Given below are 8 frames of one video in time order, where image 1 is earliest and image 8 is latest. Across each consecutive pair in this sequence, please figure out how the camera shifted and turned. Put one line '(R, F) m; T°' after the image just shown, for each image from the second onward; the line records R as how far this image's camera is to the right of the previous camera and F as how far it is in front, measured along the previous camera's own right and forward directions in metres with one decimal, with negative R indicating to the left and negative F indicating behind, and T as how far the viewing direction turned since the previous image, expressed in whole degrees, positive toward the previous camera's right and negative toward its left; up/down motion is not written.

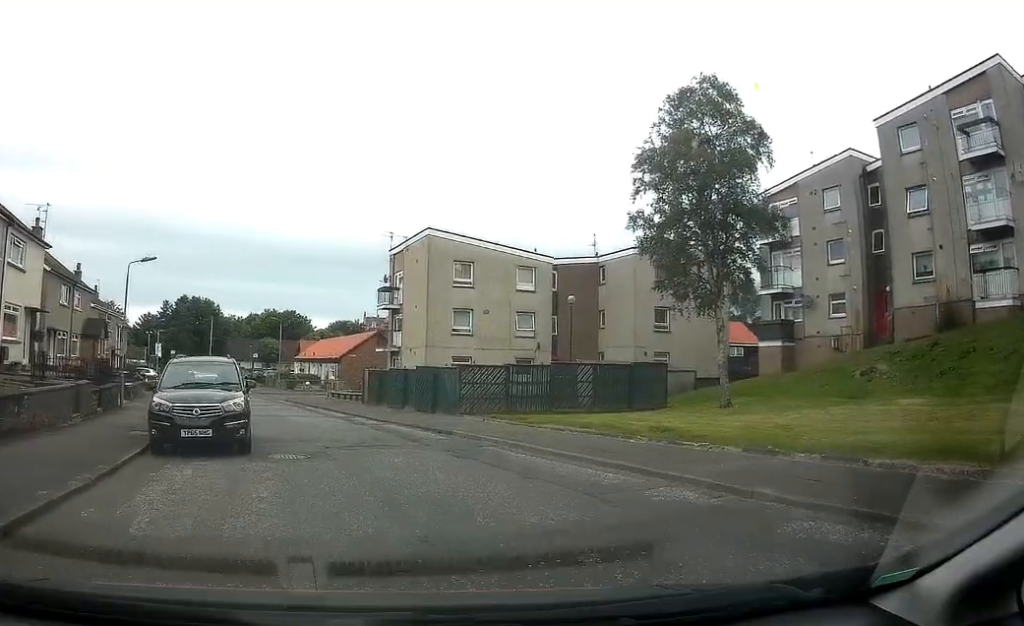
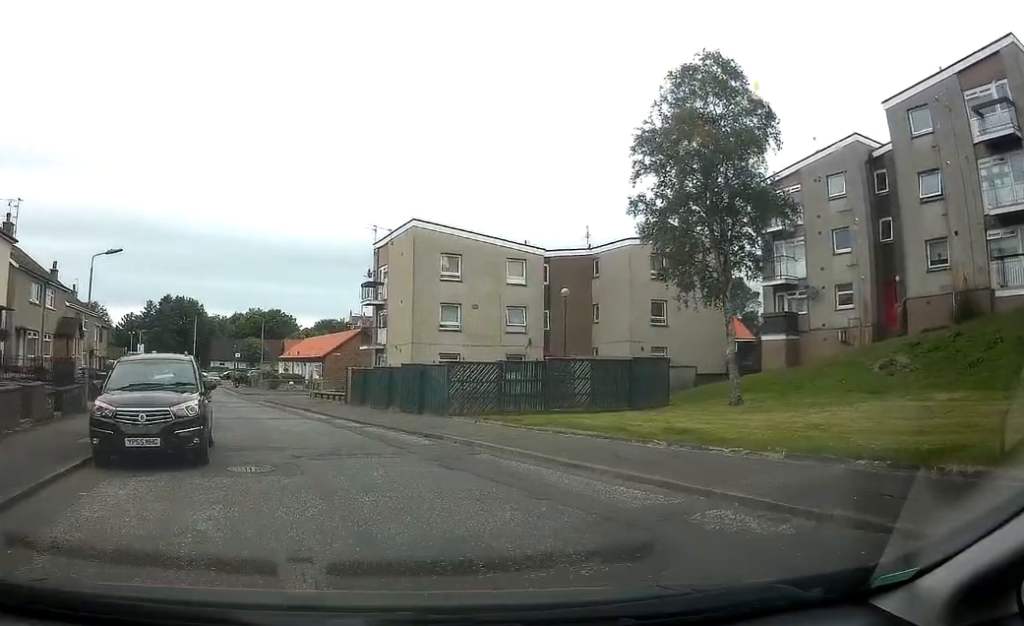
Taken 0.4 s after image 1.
(0.0, +1.8) m; 0°
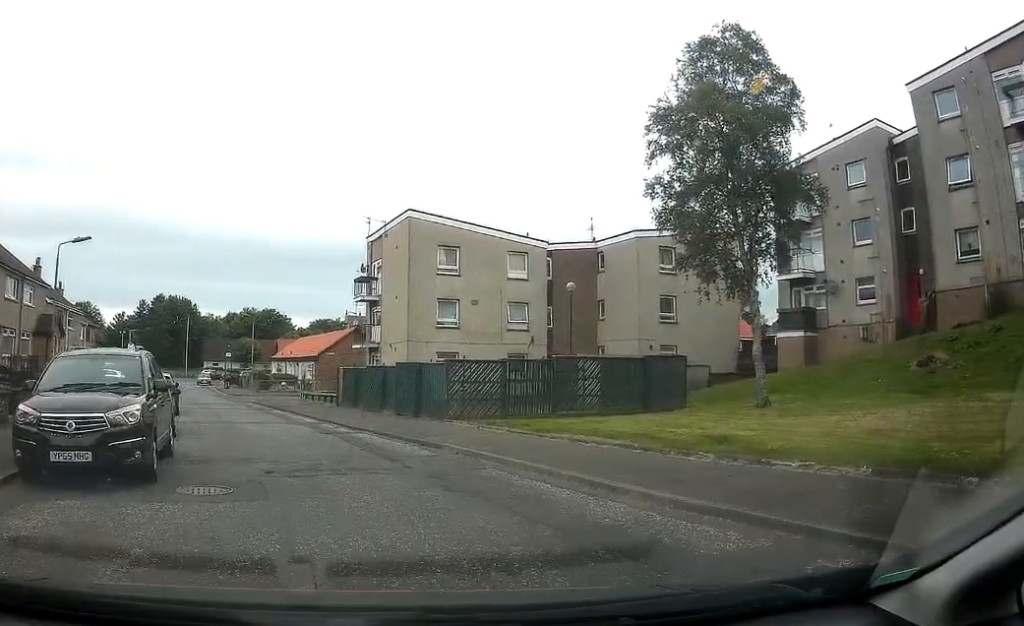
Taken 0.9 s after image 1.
(0.0, +2.1) m; 0°
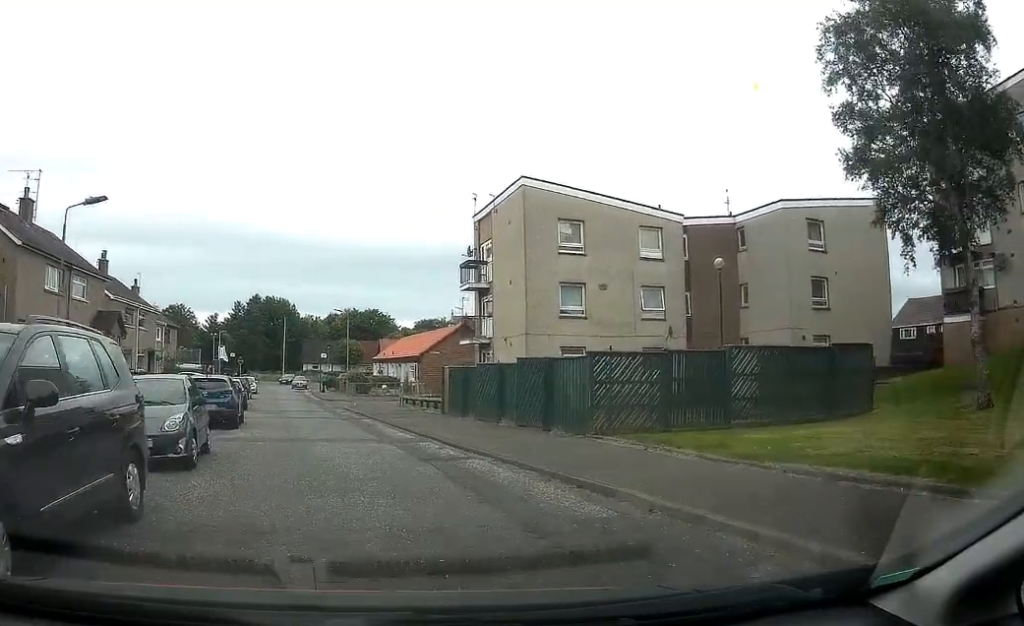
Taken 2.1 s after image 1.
(-0.1, +5.7) m; -5°
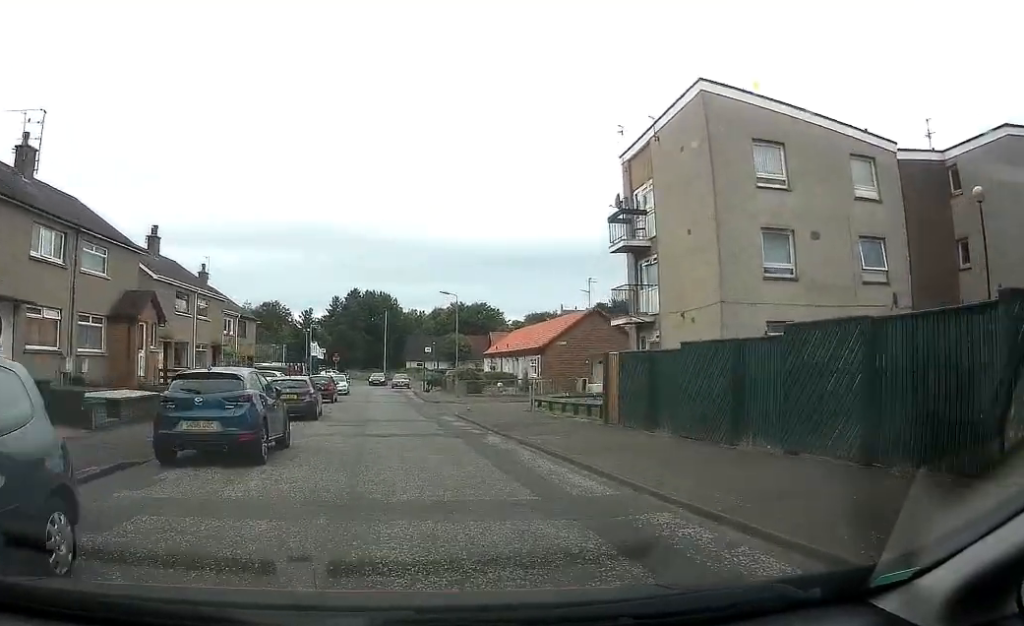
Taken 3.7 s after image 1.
(-0.9, +8.9) m; -10°
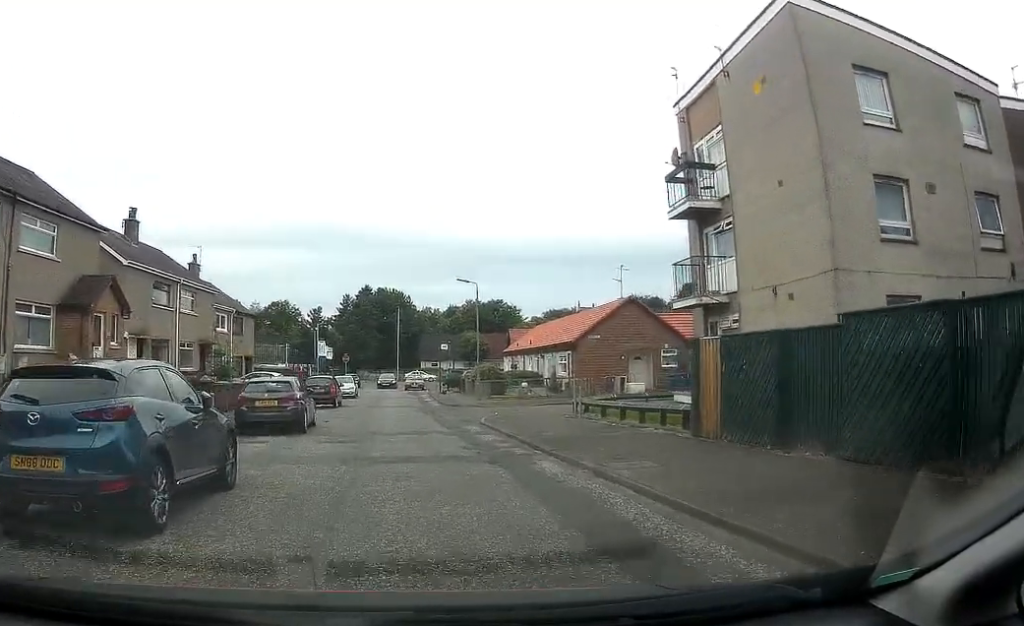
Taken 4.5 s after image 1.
(-0.2, +5.1) m; -2°
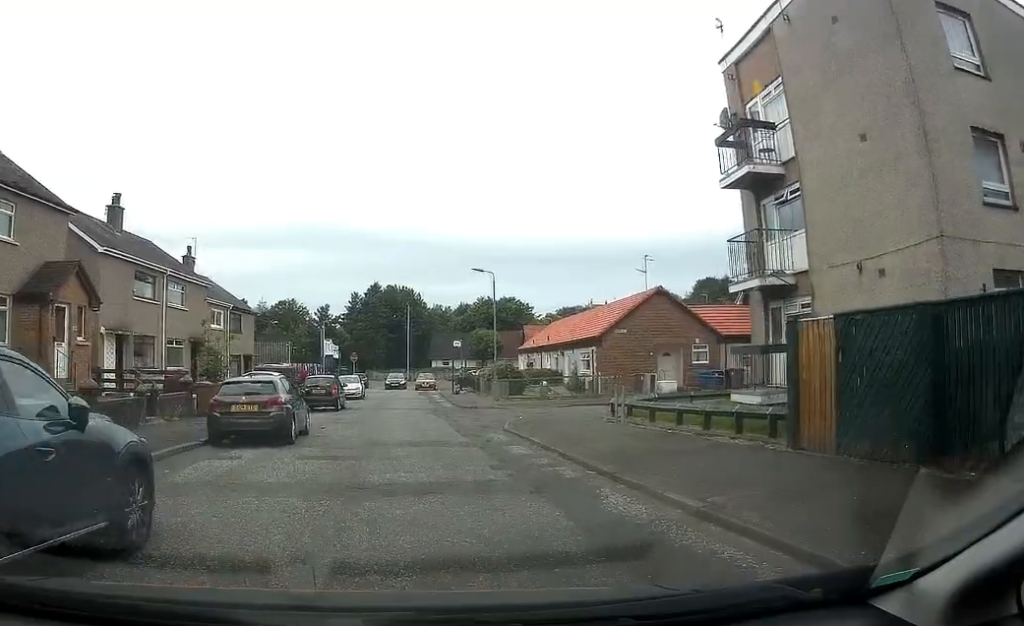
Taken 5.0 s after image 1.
(-0.1, +3.3) m; -1°
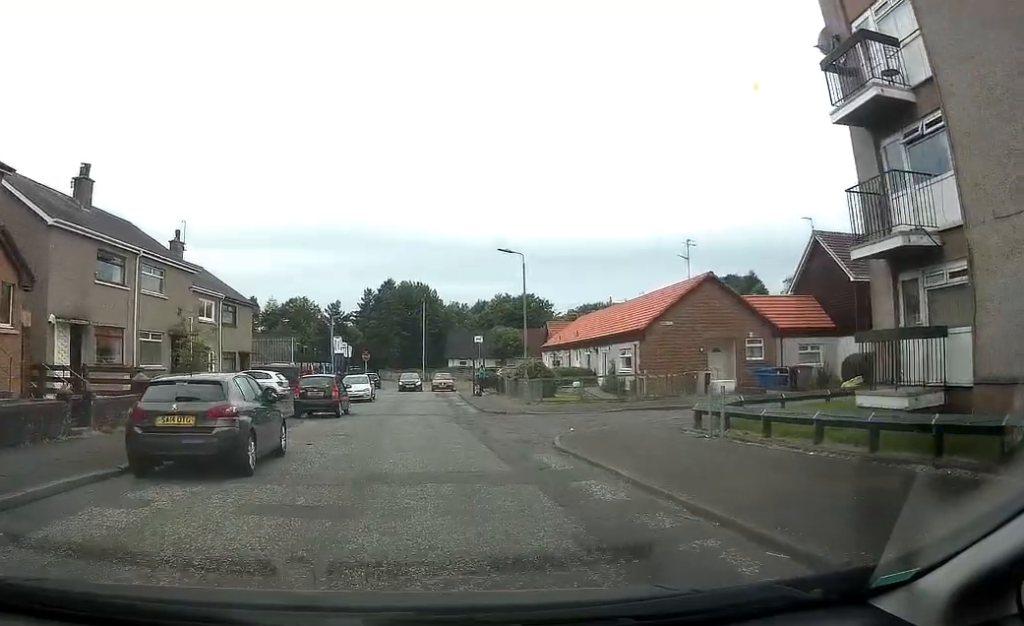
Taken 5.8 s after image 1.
(+0.2, +4.6) m; -2°
